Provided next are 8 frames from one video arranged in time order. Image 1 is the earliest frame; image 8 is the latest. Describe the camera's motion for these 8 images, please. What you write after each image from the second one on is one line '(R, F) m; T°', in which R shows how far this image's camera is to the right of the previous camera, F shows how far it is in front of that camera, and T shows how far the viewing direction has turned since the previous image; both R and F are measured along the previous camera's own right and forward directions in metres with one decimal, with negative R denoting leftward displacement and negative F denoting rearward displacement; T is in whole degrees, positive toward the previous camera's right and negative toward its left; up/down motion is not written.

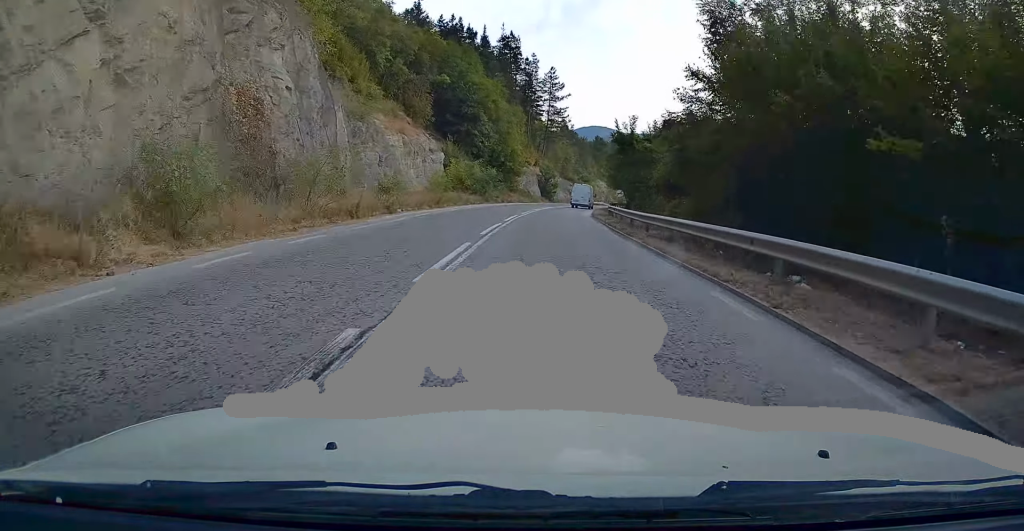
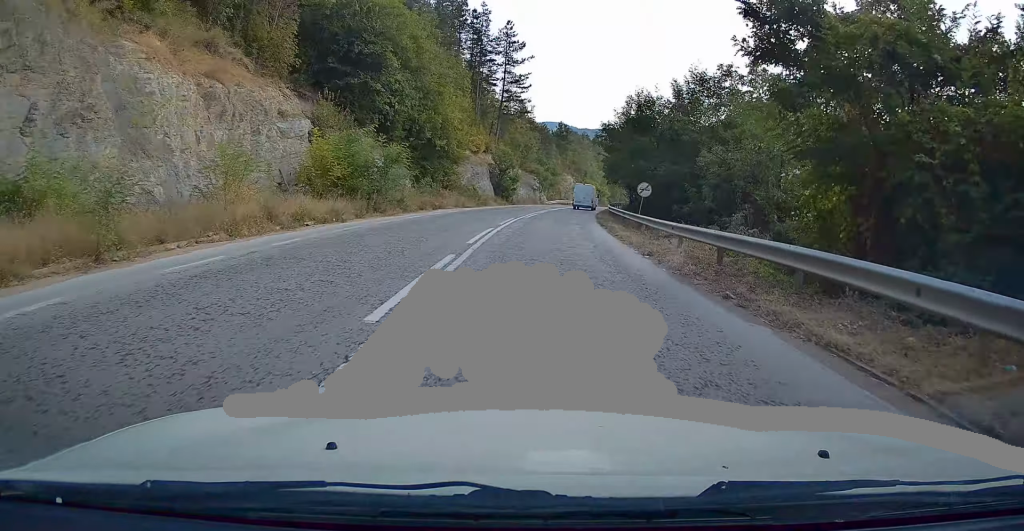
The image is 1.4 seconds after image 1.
(0.0, +29.3) m; +1°
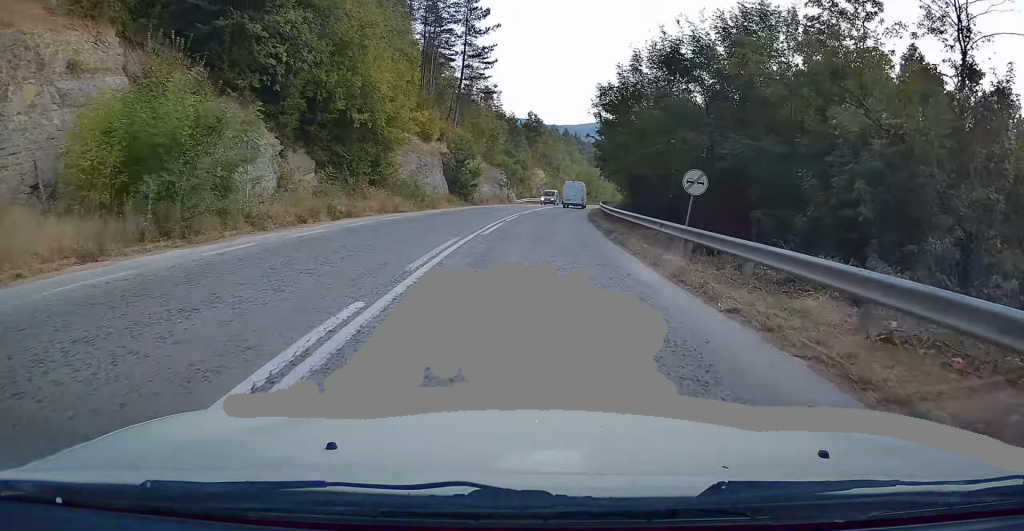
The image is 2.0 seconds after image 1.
(+0.3, +14.3) m; +2°
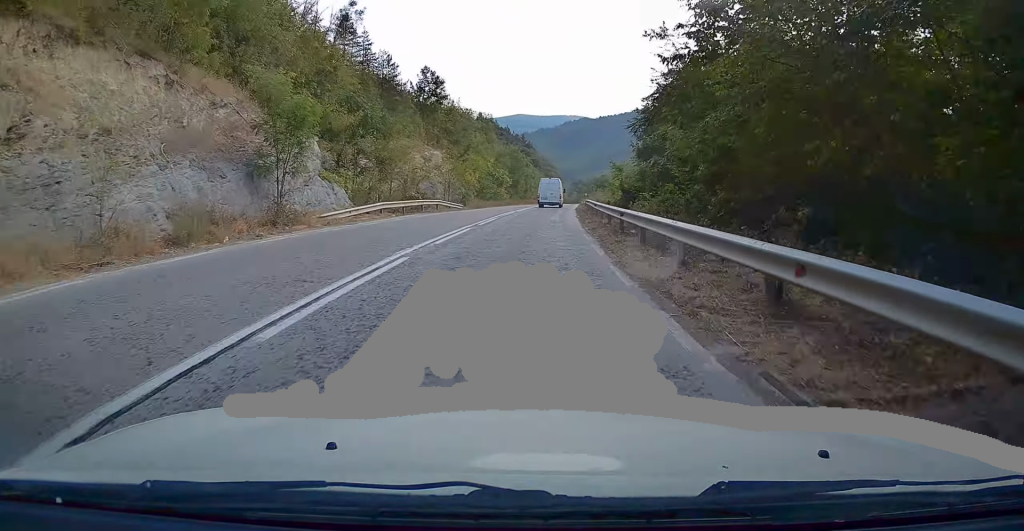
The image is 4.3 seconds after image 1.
(+3.6, +48.4) m; +8°
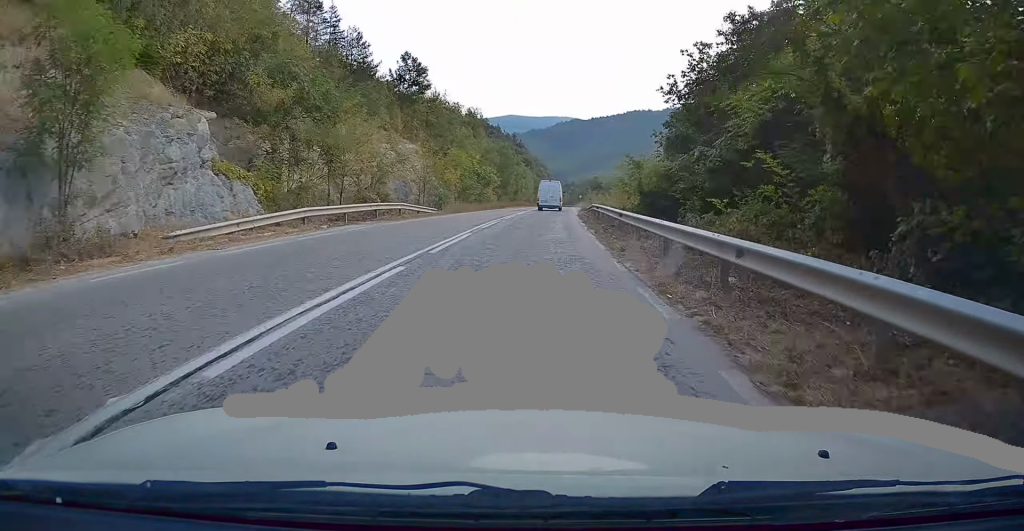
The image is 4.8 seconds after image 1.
(+0.2, +10.1) m; +2°
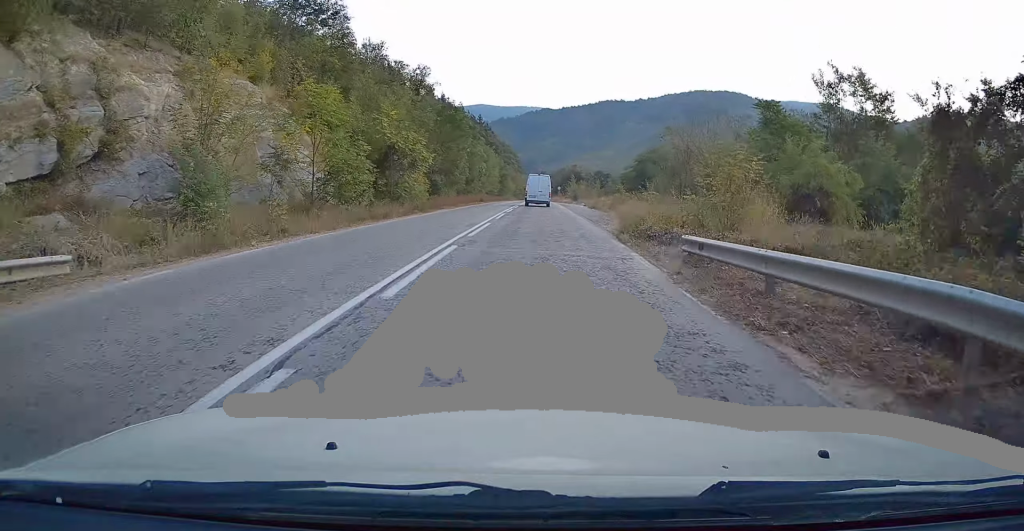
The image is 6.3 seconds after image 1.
(+1.6, +32.4) m; +4°
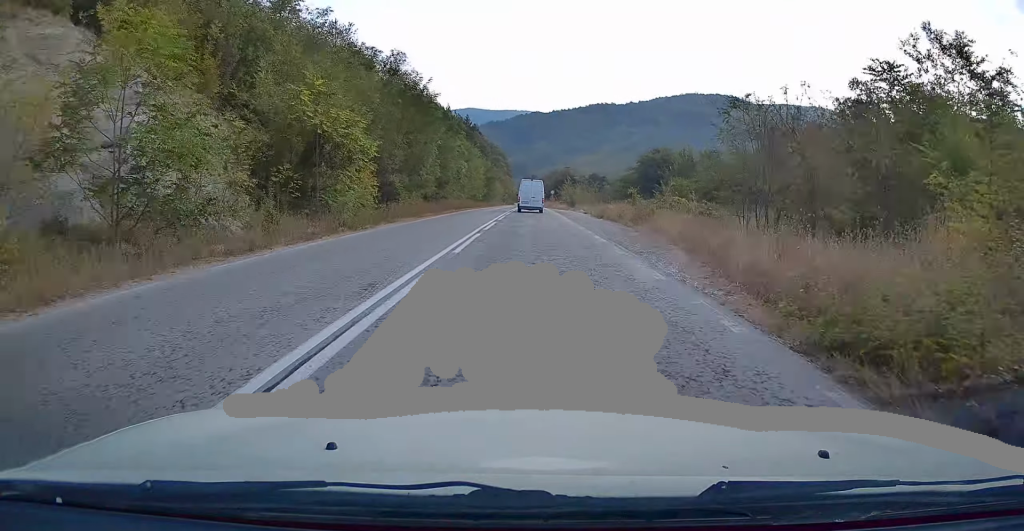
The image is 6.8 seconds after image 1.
(0.0, +12.3) m; +1°
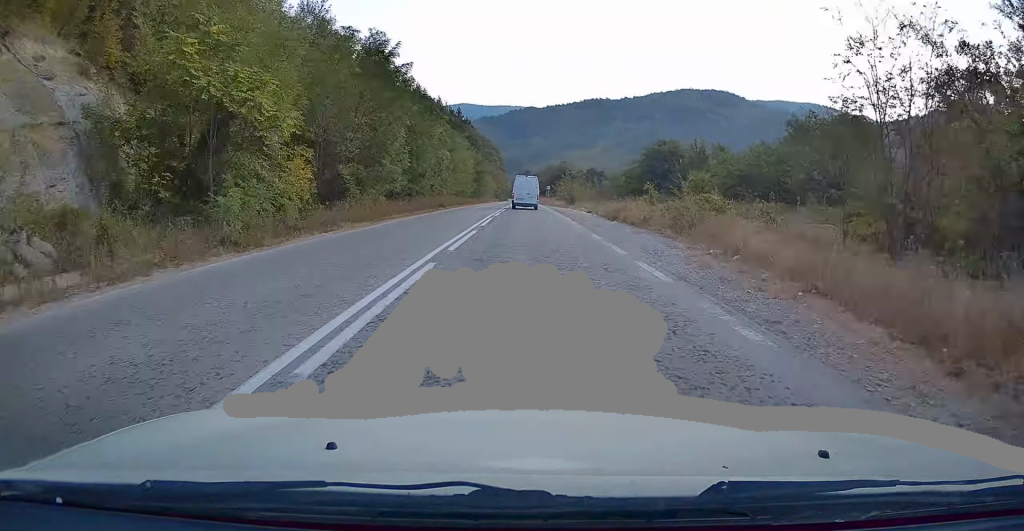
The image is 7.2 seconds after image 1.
(-0.2, +8.8) m; +1°
